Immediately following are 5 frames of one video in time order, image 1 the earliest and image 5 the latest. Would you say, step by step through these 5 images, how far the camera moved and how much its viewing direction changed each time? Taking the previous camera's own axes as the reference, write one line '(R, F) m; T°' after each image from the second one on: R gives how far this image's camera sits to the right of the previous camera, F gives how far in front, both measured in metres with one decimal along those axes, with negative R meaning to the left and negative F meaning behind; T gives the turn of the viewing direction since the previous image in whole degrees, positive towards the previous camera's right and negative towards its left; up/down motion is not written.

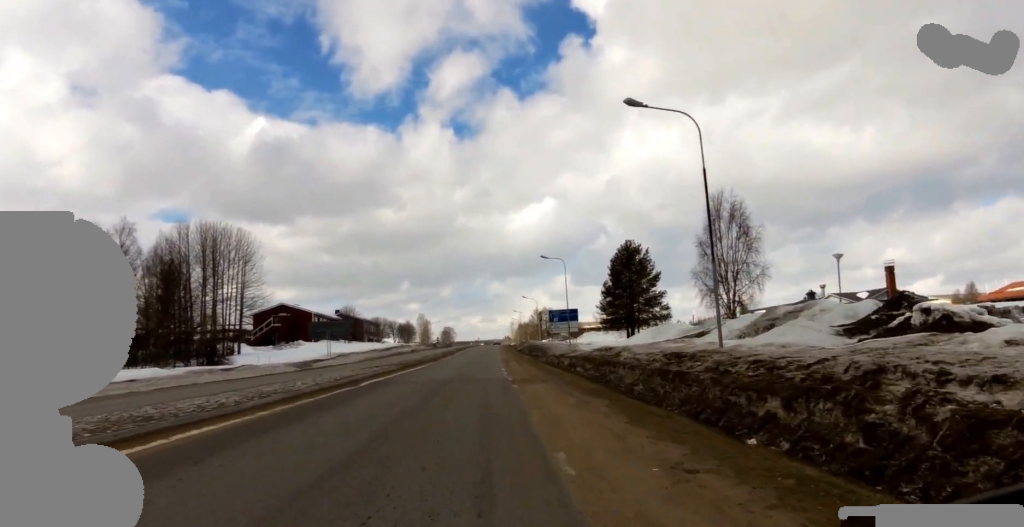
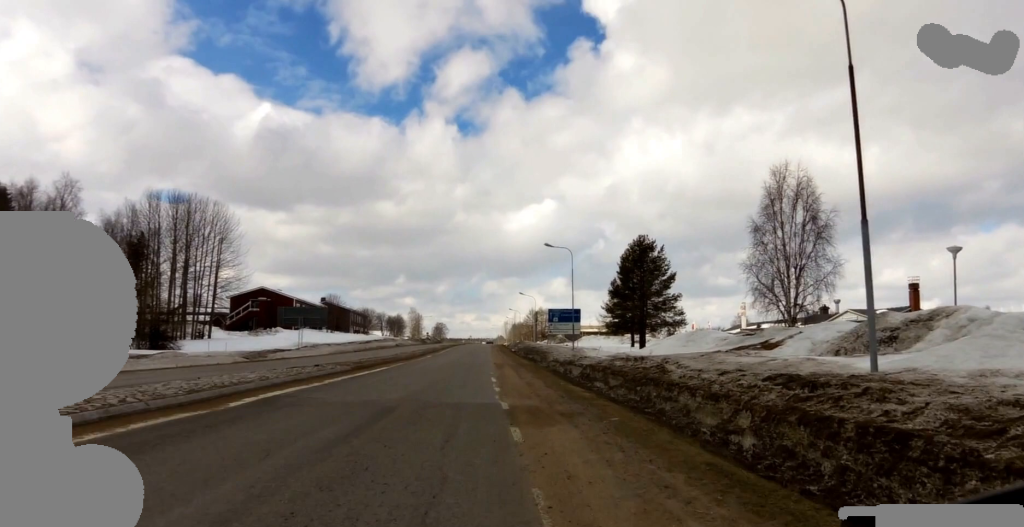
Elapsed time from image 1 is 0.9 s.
(-0.7, +7.3) m; 0°
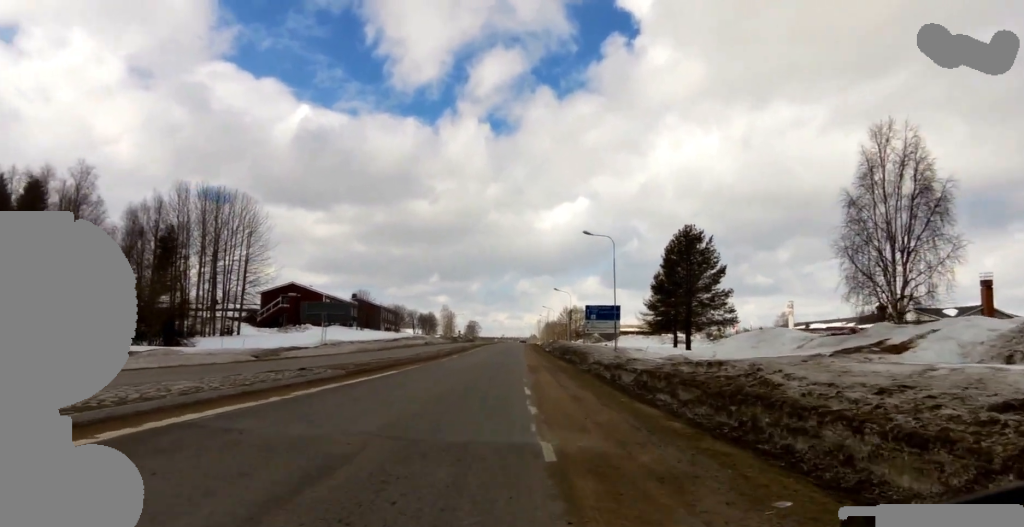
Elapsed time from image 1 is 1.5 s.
(+0.6, +4.2) m; -2°
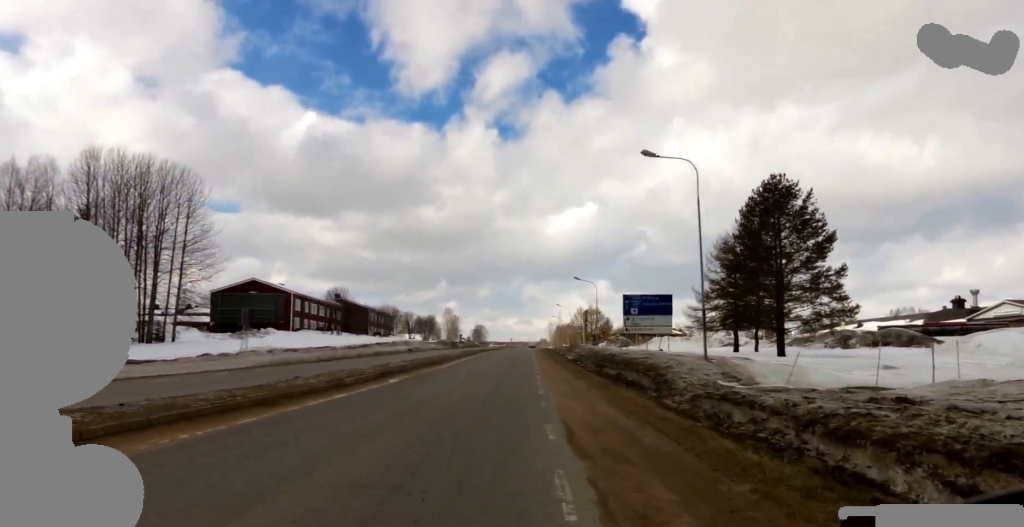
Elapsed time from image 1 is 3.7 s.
(+0.1, +17.9) m; +2°
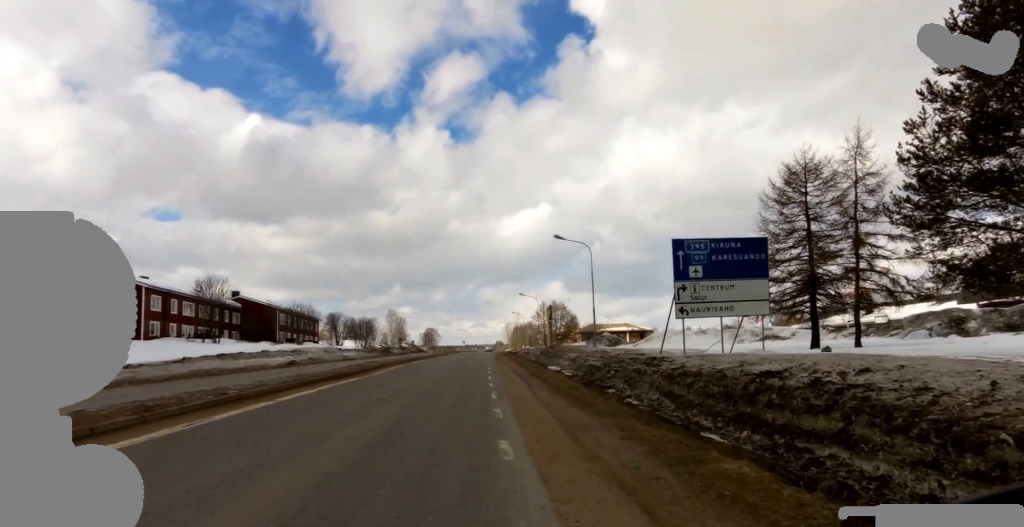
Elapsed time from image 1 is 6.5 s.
(-0.3, +23.2) m; -1°
